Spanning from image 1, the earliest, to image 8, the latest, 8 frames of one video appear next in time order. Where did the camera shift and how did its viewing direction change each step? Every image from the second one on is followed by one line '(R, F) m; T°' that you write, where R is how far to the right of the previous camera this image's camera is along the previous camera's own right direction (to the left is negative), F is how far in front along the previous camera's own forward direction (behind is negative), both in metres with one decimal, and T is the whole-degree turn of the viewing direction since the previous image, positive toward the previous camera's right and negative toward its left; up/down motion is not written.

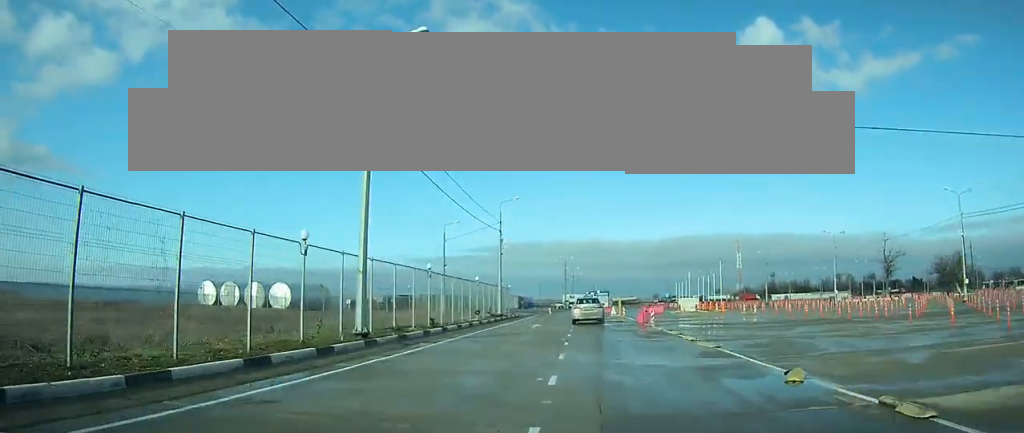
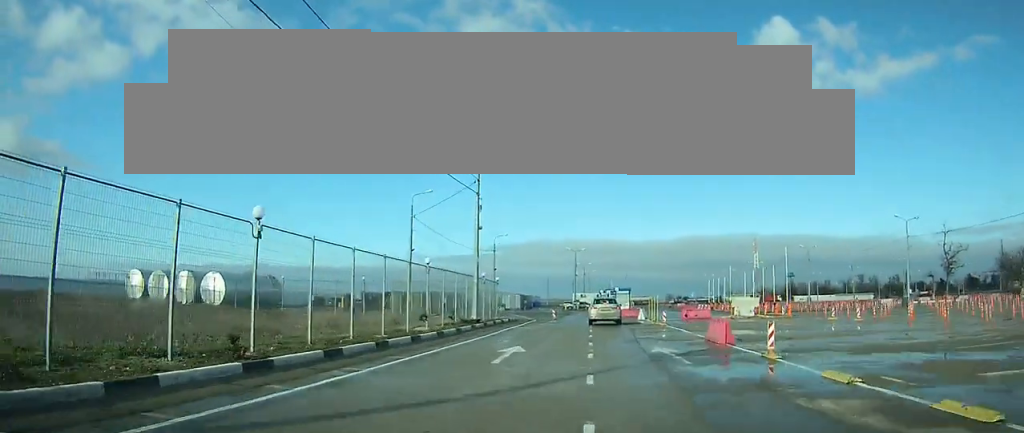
(-0.4, +14.9) m; 0°
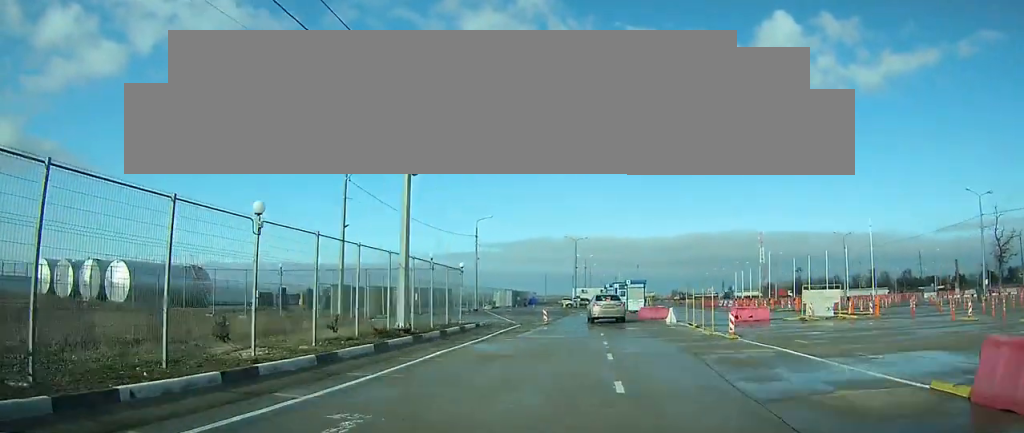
(+0.1, +11.8) m; +1°
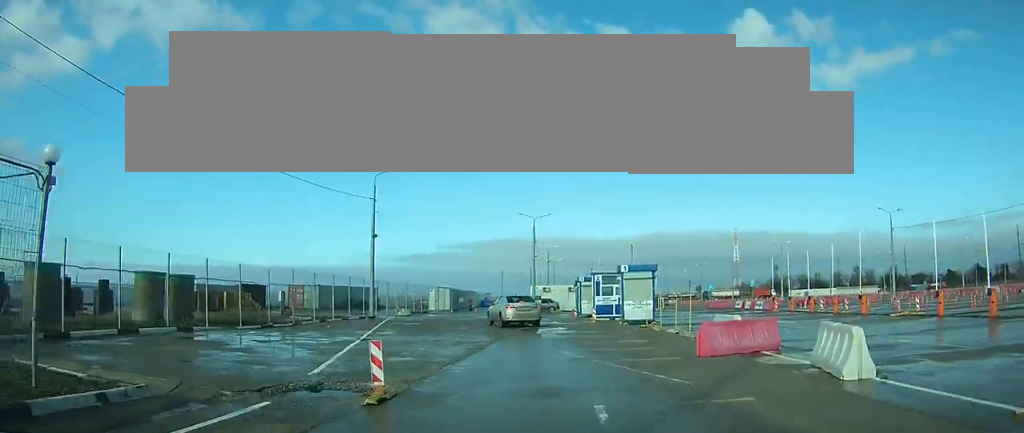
(+0.4, +20.5) m; -3°
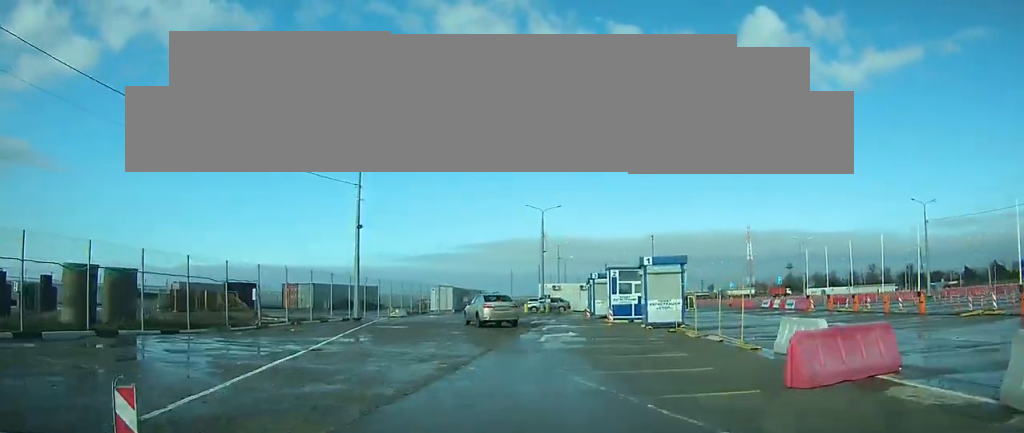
(-0.4, +4.4) m; -4°
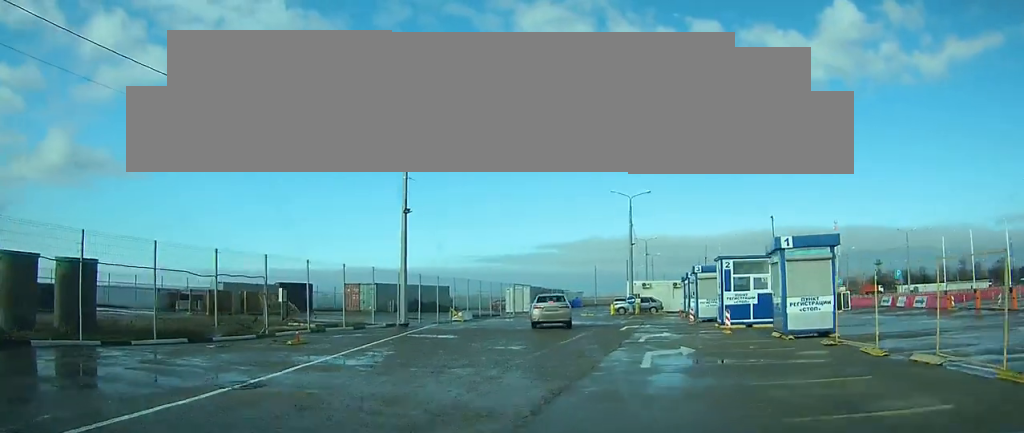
(-0.4, +6.9) m; -6°
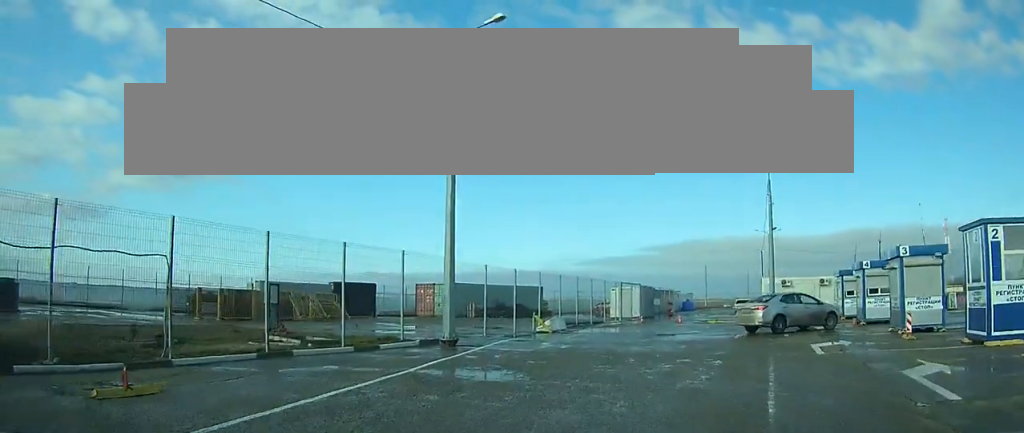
(-0.7, +9.7) m; -4°
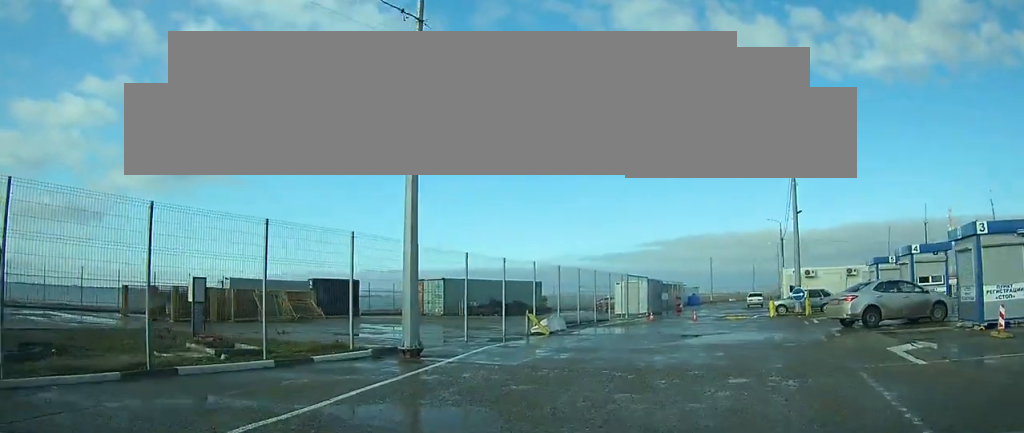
(-0.2, +3.5) m; +1°
